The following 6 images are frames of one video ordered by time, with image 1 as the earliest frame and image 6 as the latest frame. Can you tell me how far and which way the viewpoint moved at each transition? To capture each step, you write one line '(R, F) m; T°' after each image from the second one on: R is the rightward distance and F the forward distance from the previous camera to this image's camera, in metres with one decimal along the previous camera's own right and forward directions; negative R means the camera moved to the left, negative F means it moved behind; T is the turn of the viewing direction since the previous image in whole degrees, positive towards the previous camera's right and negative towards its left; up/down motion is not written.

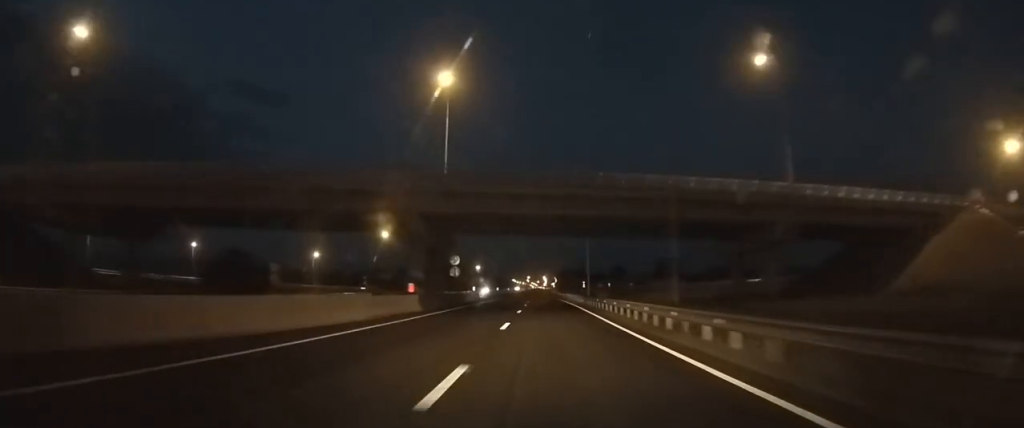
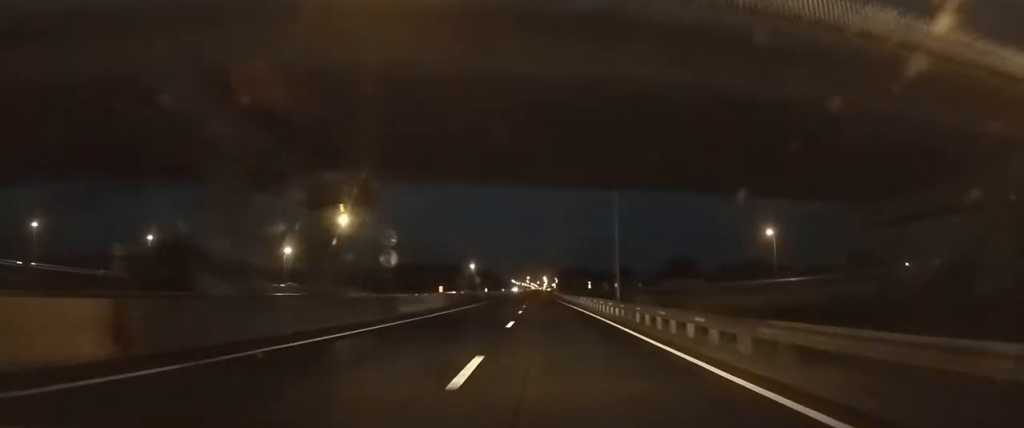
(+0.1, +22.5) m; 0°
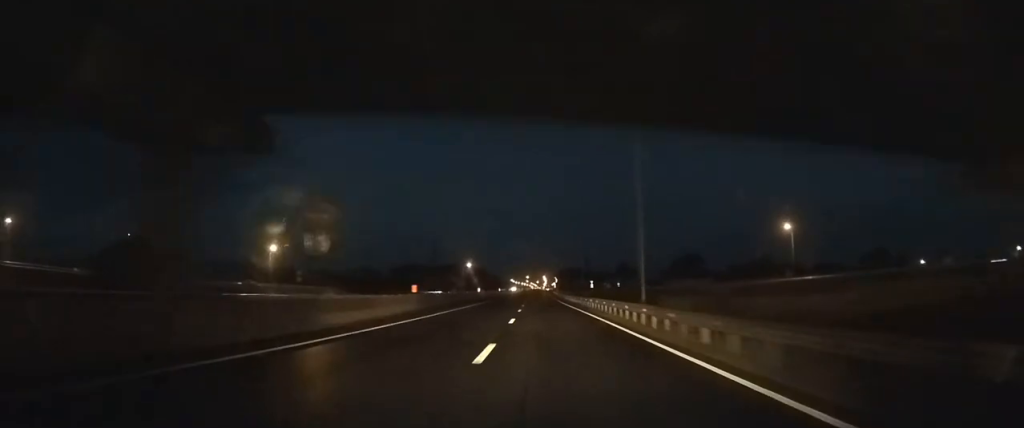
(0.0, +9.3) m; 0°
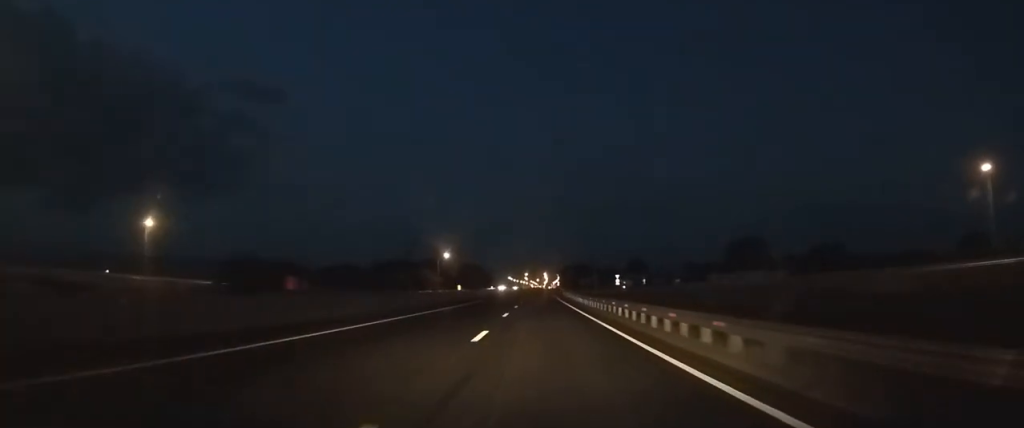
(-0.3, +56.2) m; -1°
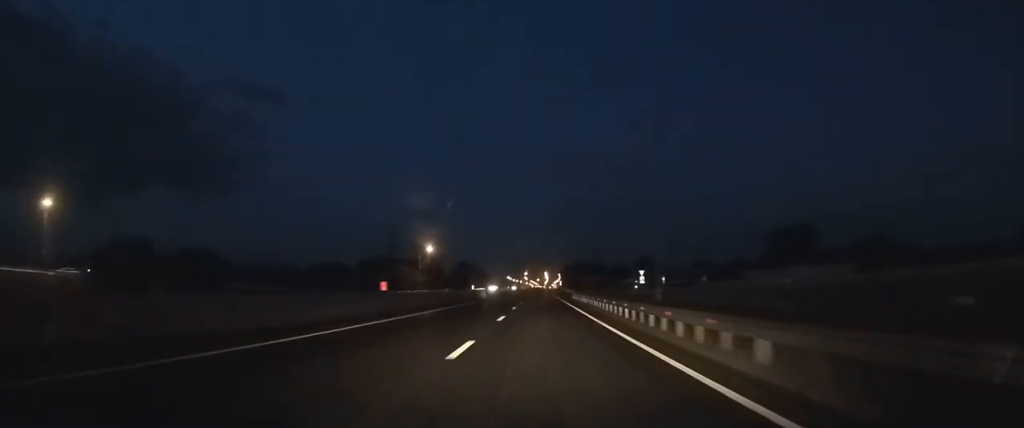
(0.0, +27.4) m; 0°
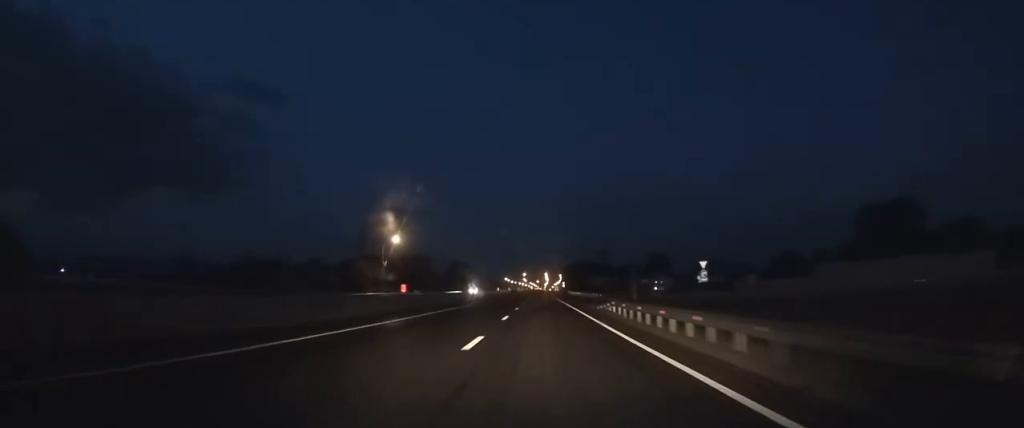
(+0.1, +34.1) m; 0°
